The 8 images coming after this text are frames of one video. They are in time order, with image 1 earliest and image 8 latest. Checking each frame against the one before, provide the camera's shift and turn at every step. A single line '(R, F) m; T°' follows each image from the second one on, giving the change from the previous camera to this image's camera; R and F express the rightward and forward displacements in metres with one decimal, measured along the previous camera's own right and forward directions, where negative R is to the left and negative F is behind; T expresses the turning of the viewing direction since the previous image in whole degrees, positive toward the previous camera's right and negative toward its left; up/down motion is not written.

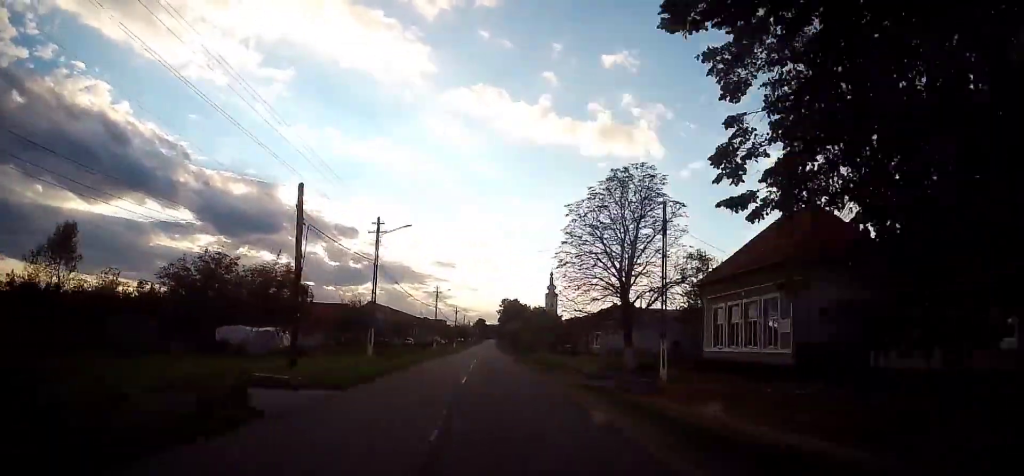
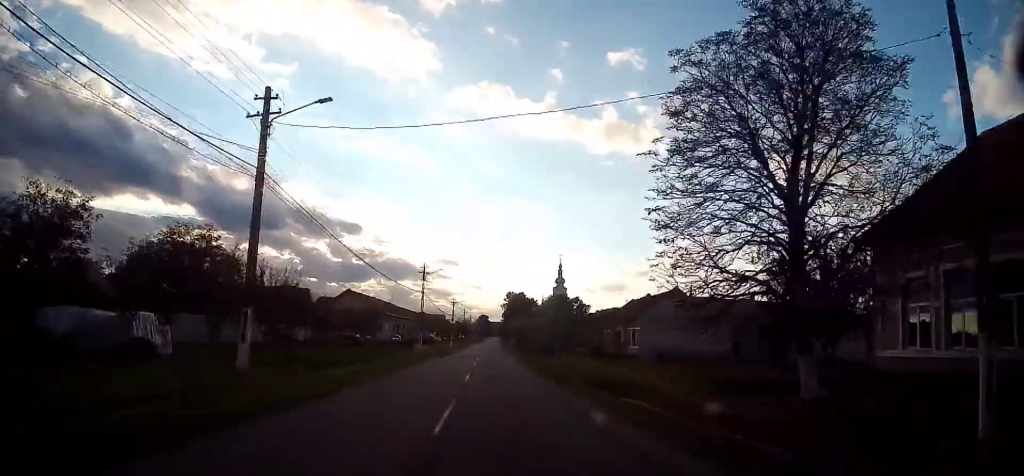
(-0.3, +16.7) m; -1°
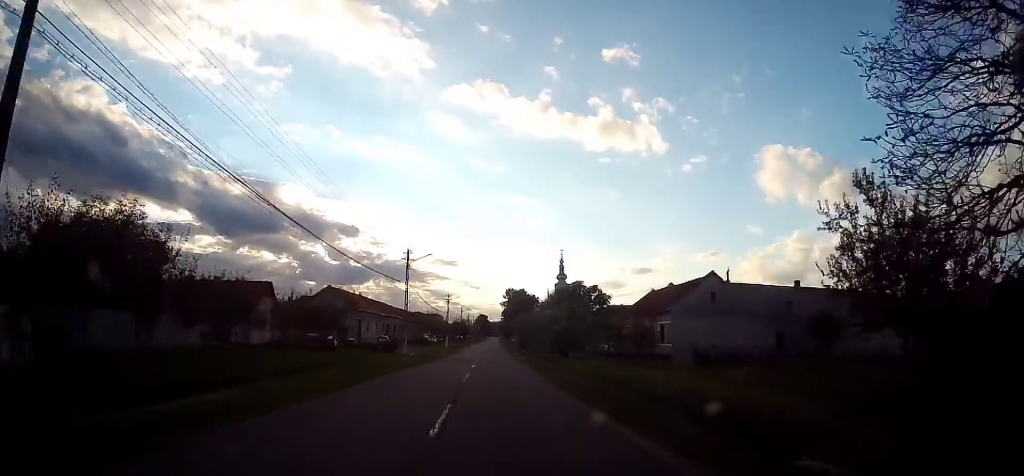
(0.0, +9.0) m; 0°
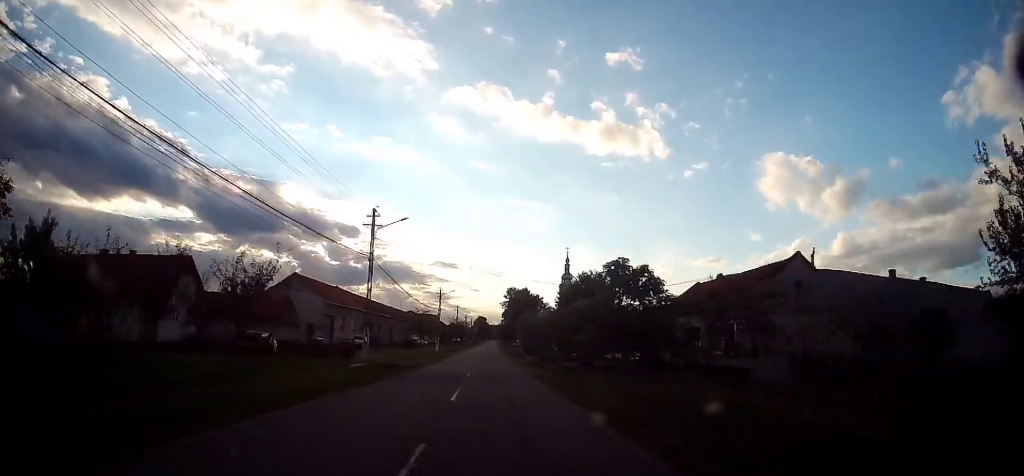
(0.0, +12.8) m; +1°
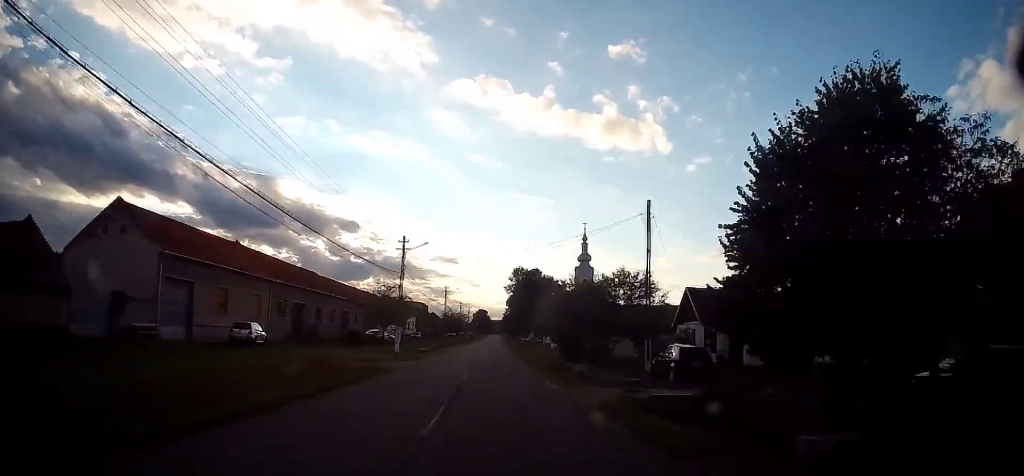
(+0.5, +30.2) m; 0°
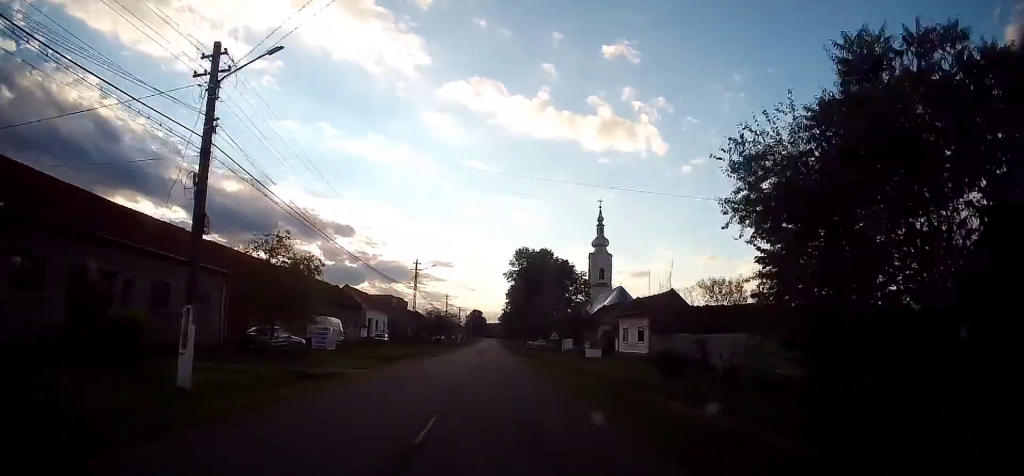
(-0.6, +26.9) m; 0°
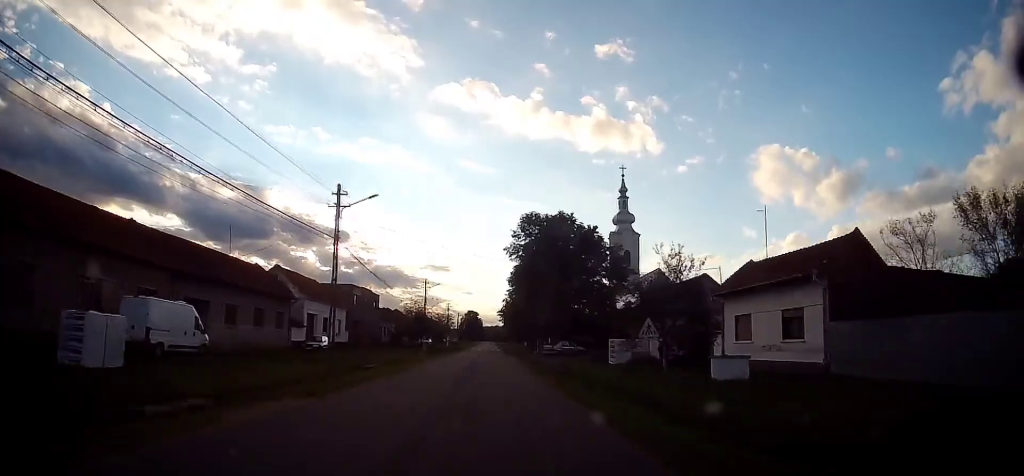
(+0.6, +24.6) m; +1°
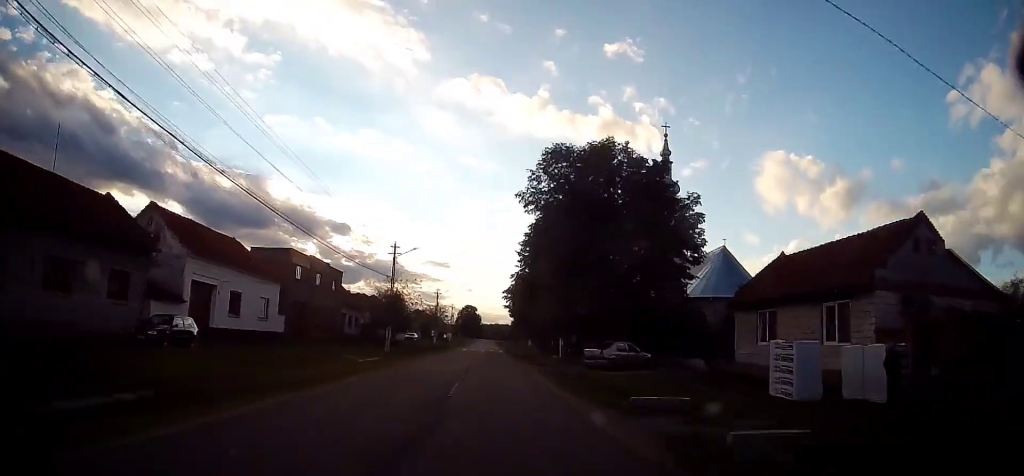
(-0.4, +21.1) m; 0°
